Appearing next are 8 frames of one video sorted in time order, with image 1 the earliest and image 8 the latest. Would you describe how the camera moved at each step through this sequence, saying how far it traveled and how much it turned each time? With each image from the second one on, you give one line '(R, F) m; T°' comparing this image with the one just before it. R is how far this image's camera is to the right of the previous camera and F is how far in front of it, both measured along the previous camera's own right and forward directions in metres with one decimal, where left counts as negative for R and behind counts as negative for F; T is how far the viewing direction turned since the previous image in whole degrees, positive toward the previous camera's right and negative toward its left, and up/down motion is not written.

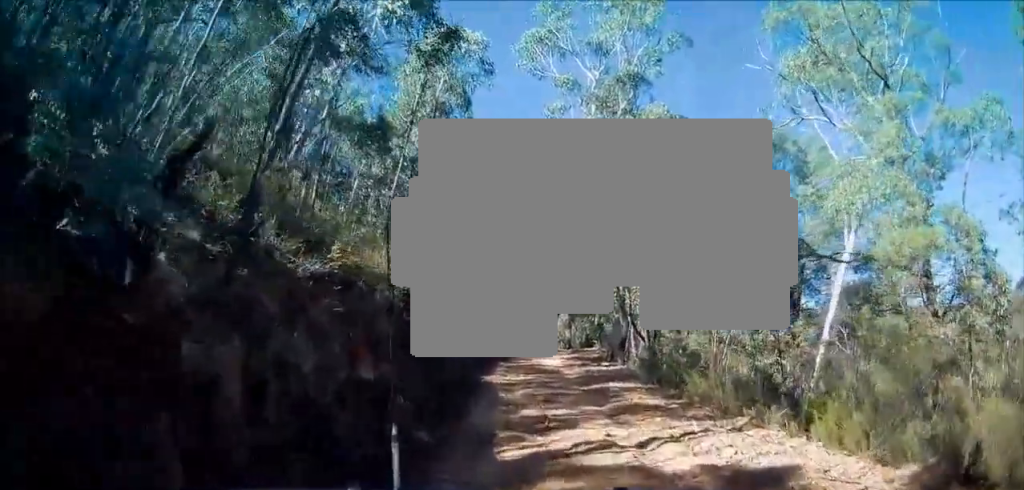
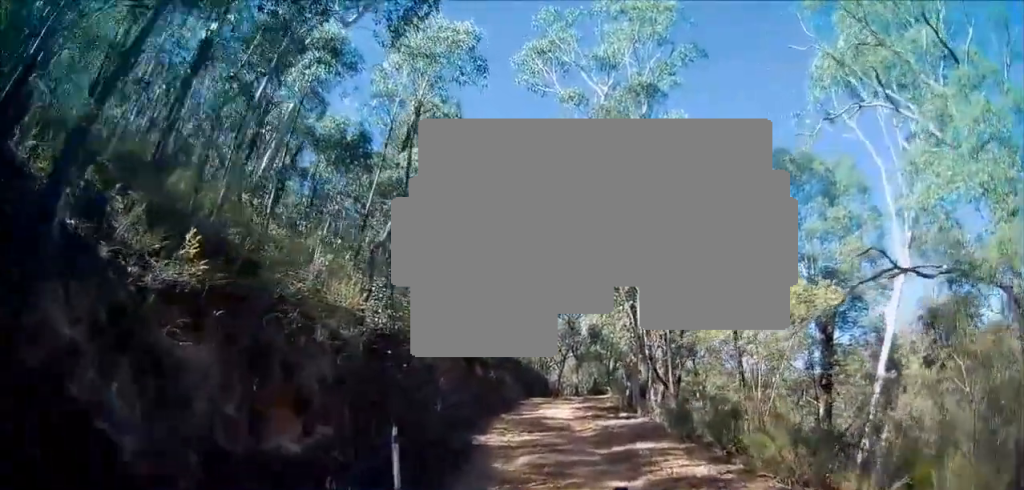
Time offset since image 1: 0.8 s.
(+0.1, +3.1) m; +4°
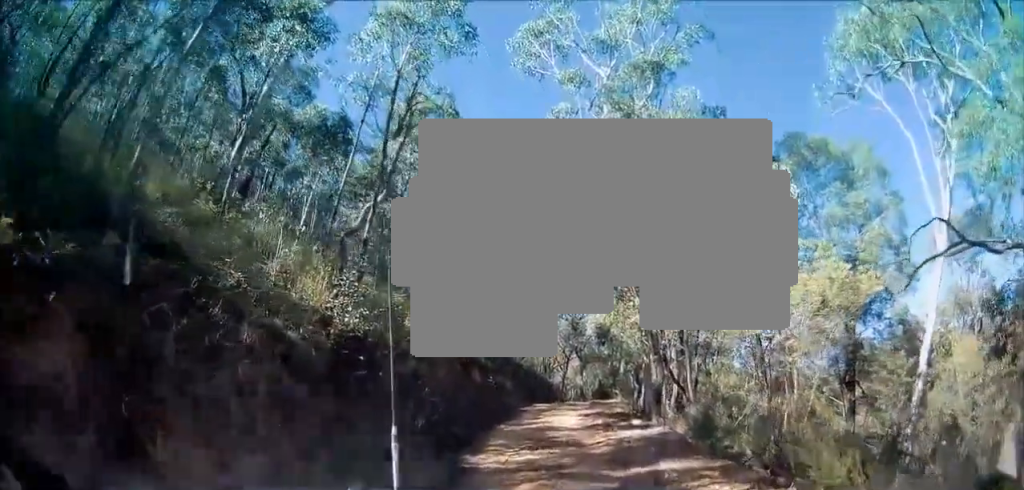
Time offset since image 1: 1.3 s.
(0.0, +1.9) m; +4°
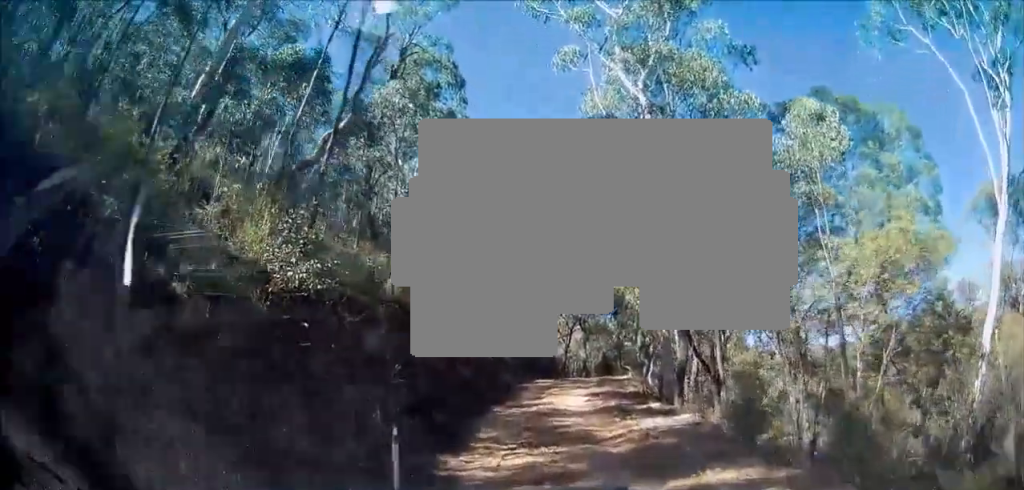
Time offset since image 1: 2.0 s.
(+0.2, +2.6) m; +2°
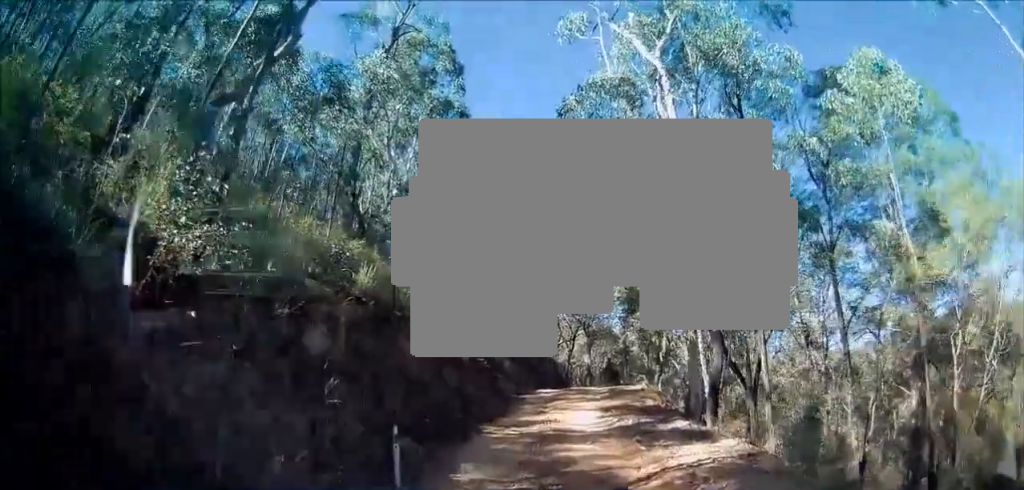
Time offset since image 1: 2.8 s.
(+0.1, +2.8) m; -3°
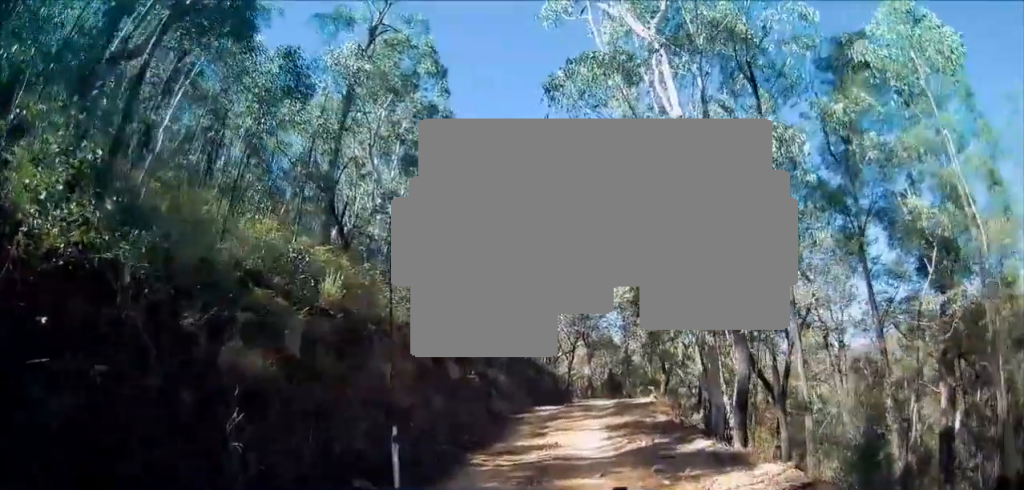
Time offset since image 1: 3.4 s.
(-0.2, +2.0) m; -5°
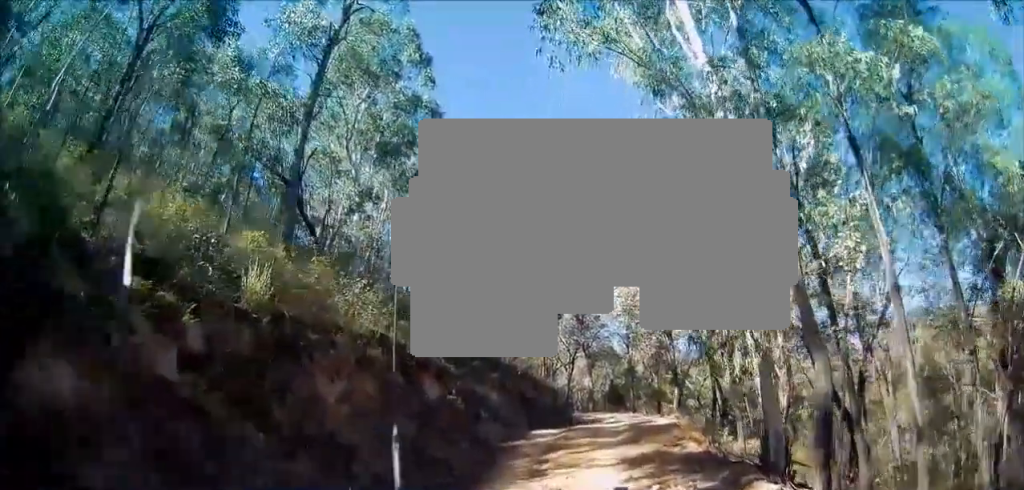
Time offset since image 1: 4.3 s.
(-0.1, +3.3) m; 0°
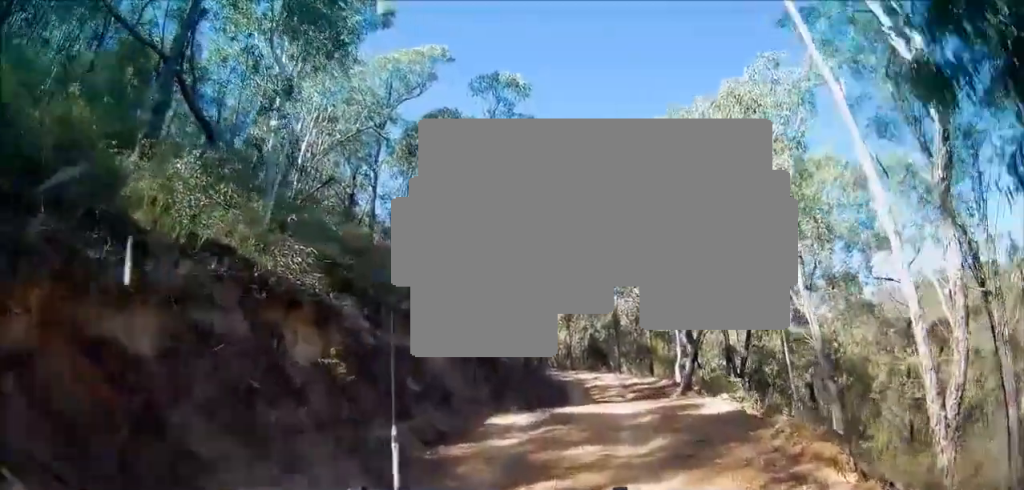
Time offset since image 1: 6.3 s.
(+0.3, +6.7) m; +7°
